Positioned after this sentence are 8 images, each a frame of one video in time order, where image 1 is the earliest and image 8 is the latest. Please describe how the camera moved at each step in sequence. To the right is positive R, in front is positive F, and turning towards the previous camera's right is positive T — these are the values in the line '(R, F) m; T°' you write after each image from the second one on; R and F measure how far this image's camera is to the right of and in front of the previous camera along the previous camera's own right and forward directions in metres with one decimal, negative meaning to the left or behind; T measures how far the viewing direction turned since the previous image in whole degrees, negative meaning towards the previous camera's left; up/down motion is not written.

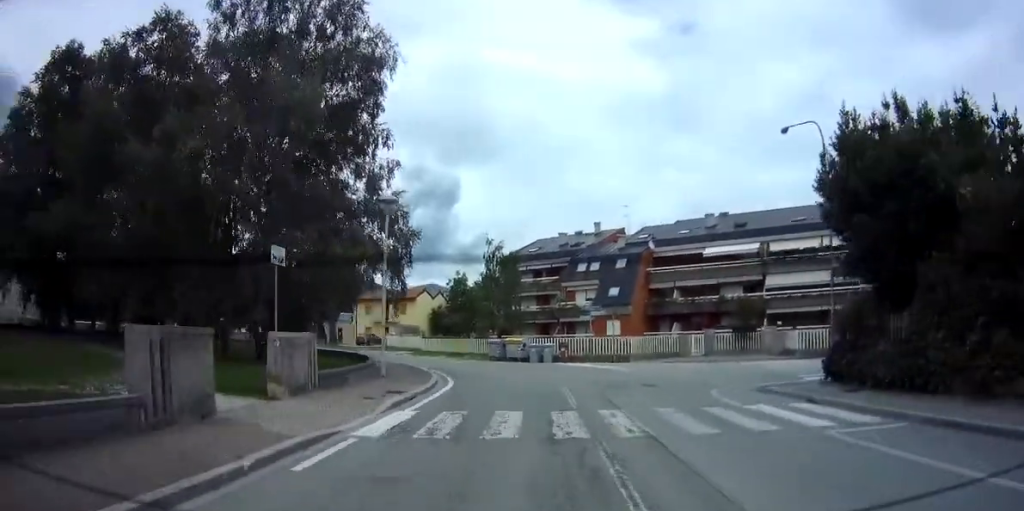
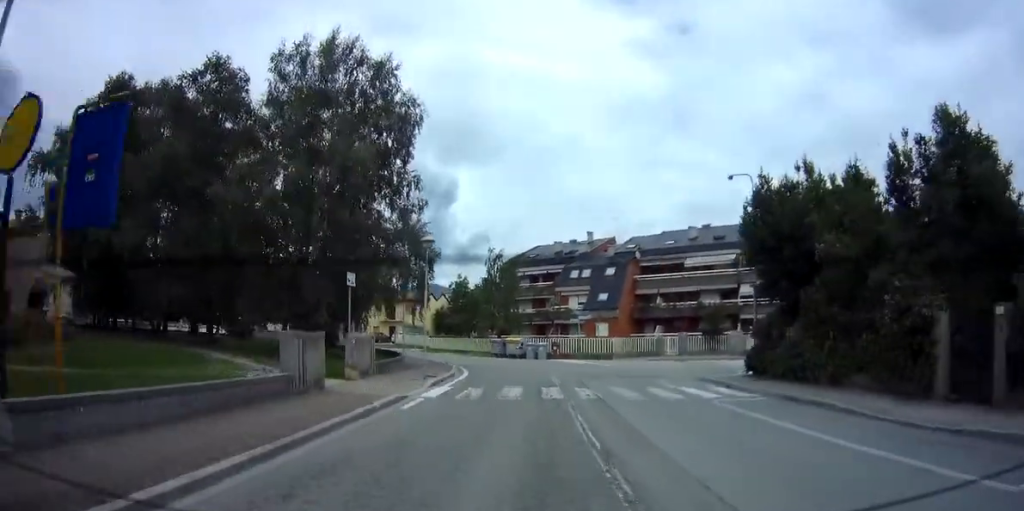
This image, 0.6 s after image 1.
(0.0, +5.1) m; 0°
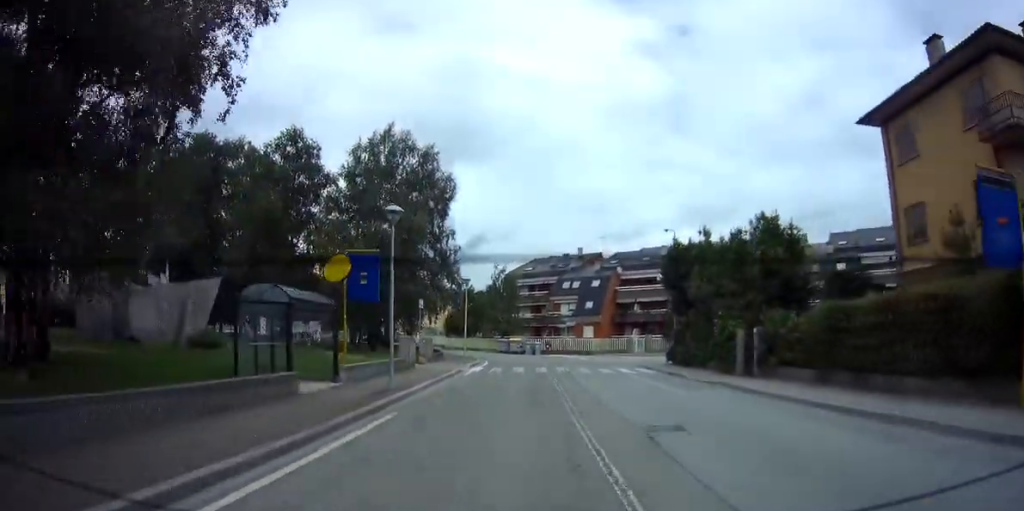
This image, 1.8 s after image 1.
(+0.1, +11.2) m; +1°
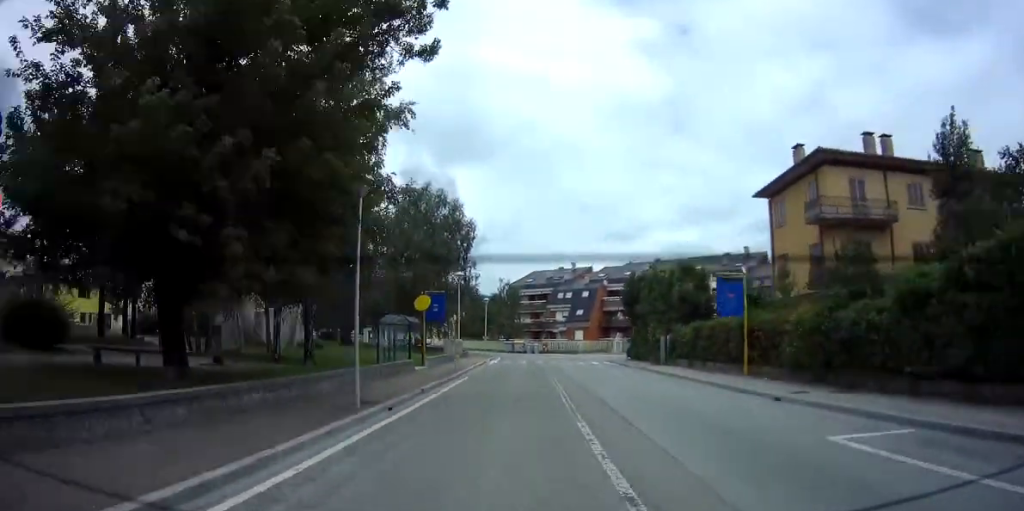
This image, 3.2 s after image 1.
(+0.2, +12.2) m; +2°
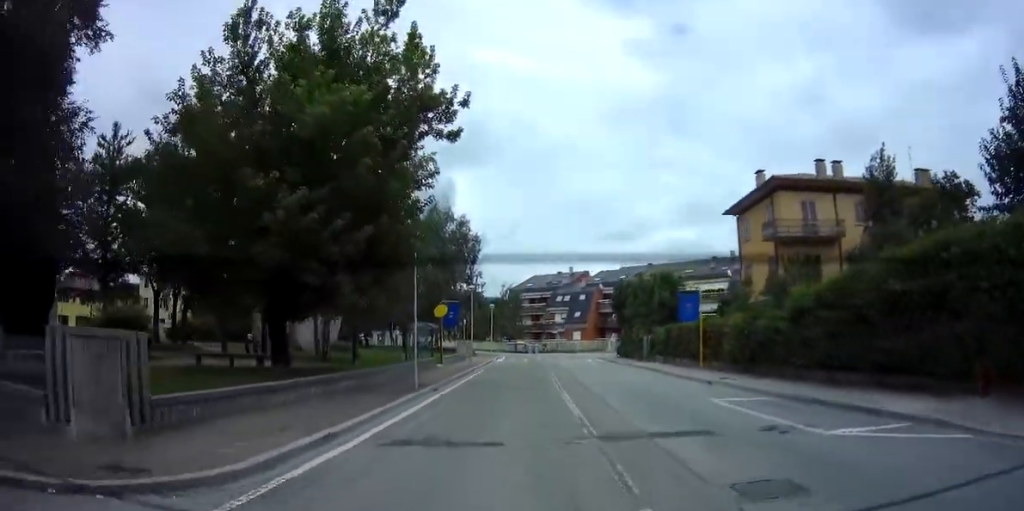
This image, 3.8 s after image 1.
(+0.2, +5.4) m; 0°
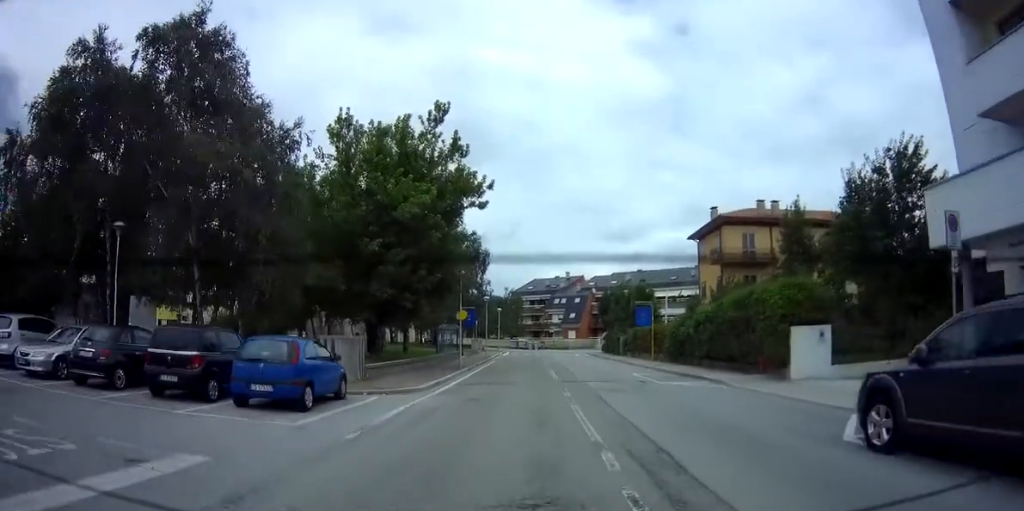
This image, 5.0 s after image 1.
(-0.3, +10.6) m; 0°
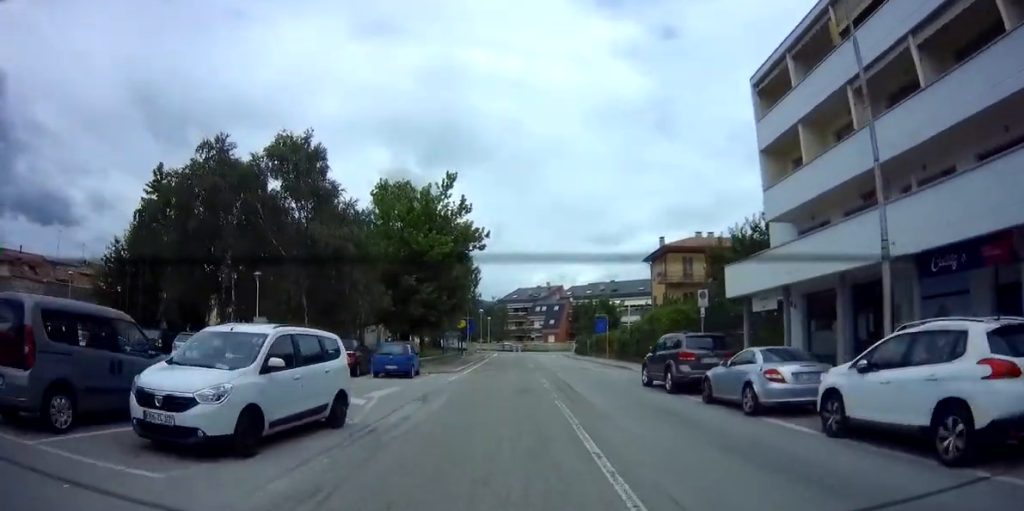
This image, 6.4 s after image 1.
(+0.6, +11.7) m; +5°
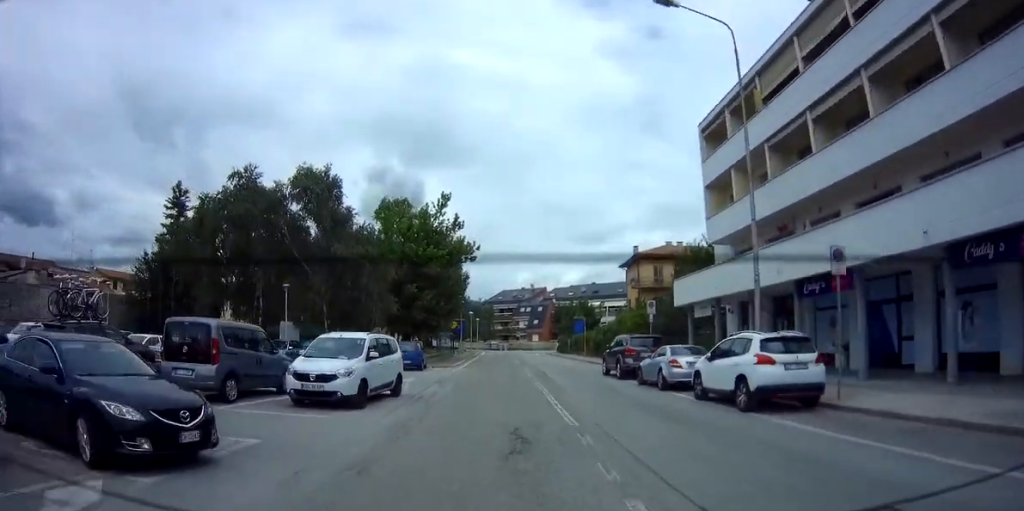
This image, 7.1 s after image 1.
(+0.1, +5.5) m; 0°
